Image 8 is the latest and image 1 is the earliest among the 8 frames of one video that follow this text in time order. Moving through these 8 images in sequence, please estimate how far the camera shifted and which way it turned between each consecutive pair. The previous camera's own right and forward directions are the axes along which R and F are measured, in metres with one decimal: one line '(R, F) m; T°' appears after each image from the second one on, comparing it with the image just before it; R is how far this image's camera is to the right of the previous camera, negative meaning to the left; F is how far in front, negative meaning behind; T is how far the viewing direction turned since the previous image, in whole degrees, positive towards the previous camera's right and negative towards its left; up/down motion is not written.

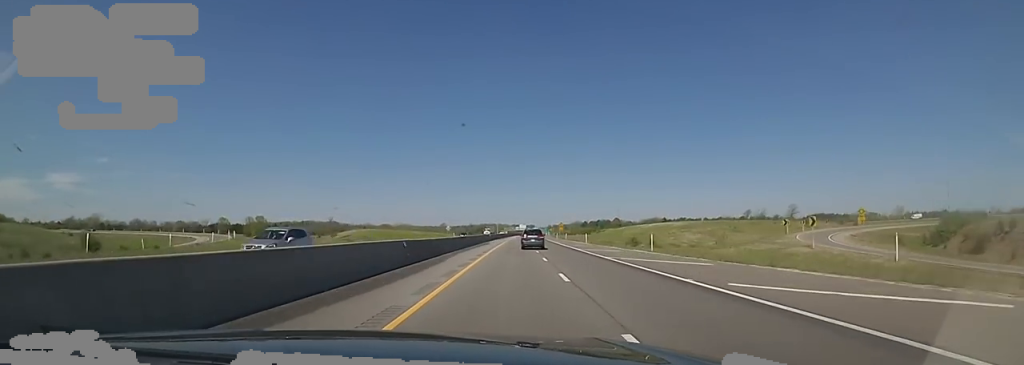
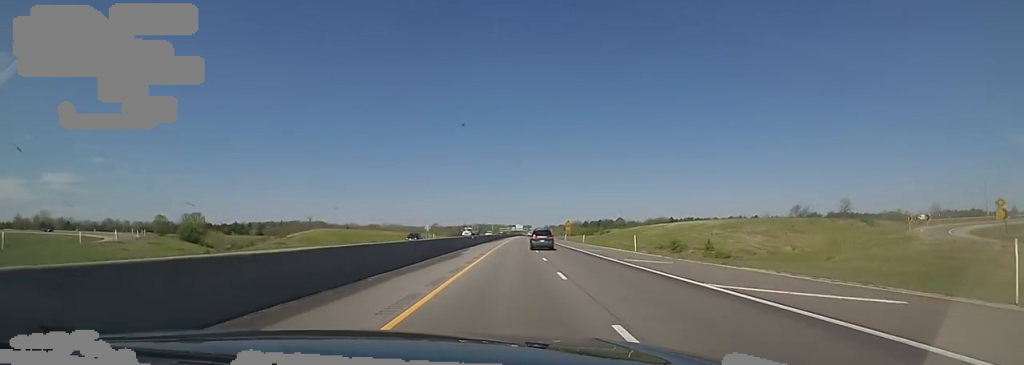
(-0.2, +28.1) m; +2°
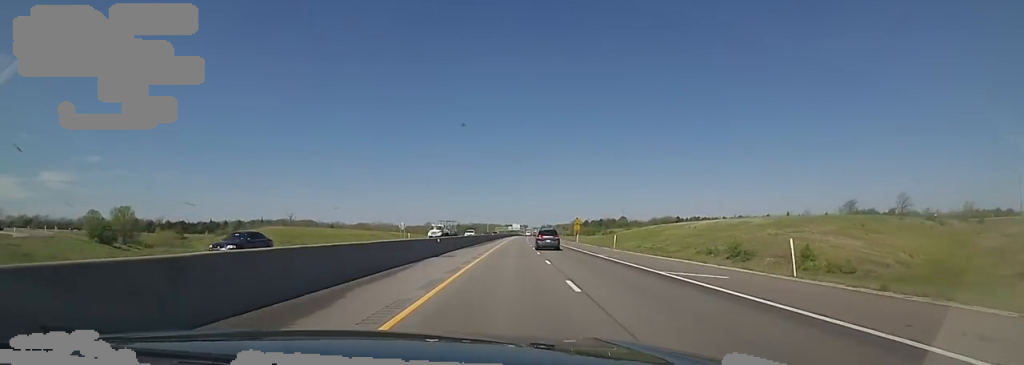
(+0.7, +22.4) m; +2°
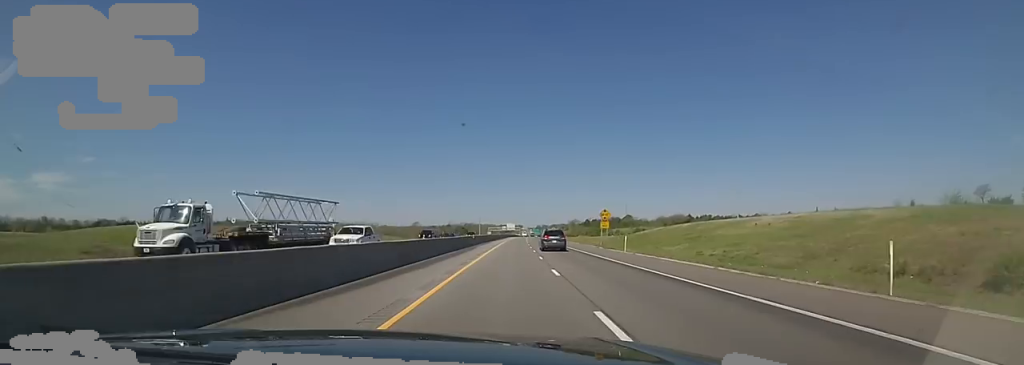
(+0.8, +34.5) m; +1°
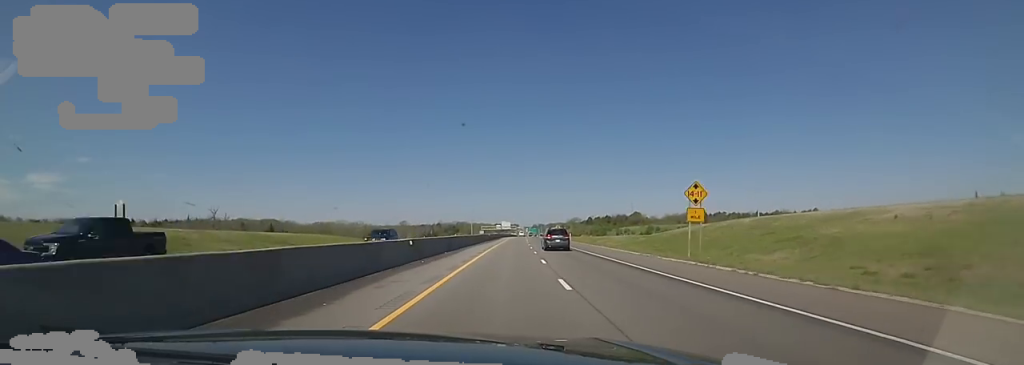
(0.0, +33.5) m; -1°
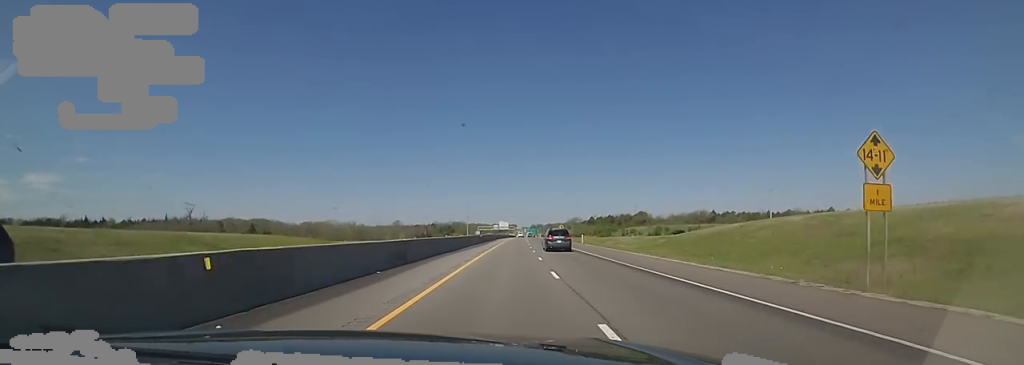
(+0.3, +16.8) m; -1°
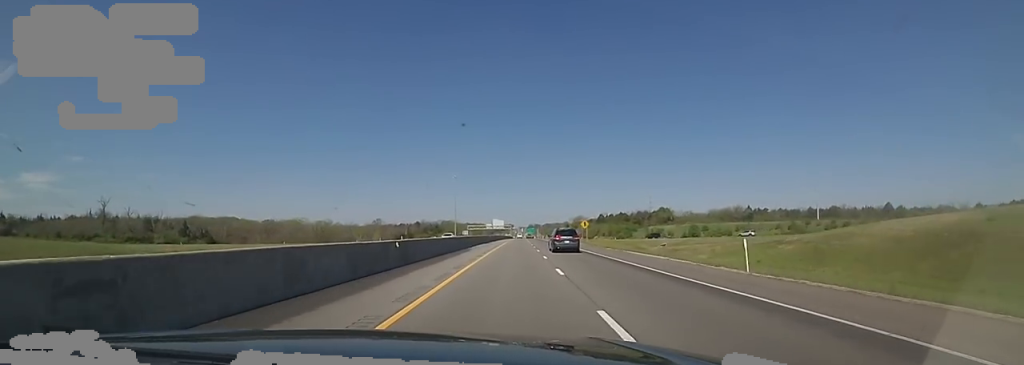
(-1.3, +48.0) m; +1°
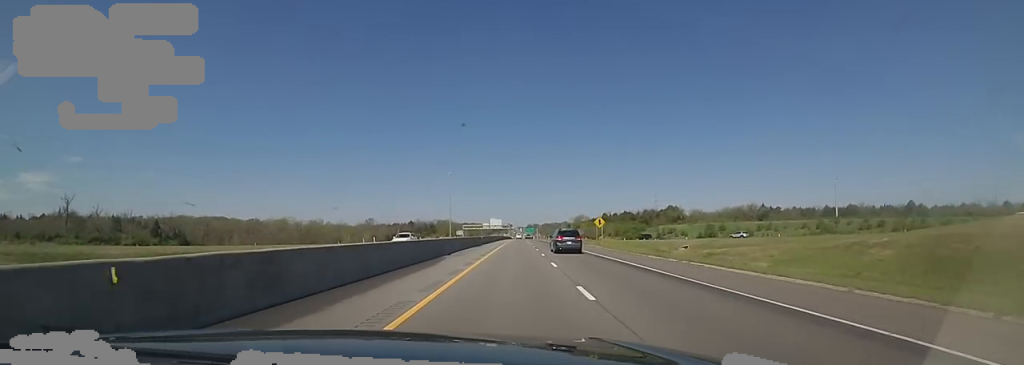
(+0.4, +15.6) m; +2°
